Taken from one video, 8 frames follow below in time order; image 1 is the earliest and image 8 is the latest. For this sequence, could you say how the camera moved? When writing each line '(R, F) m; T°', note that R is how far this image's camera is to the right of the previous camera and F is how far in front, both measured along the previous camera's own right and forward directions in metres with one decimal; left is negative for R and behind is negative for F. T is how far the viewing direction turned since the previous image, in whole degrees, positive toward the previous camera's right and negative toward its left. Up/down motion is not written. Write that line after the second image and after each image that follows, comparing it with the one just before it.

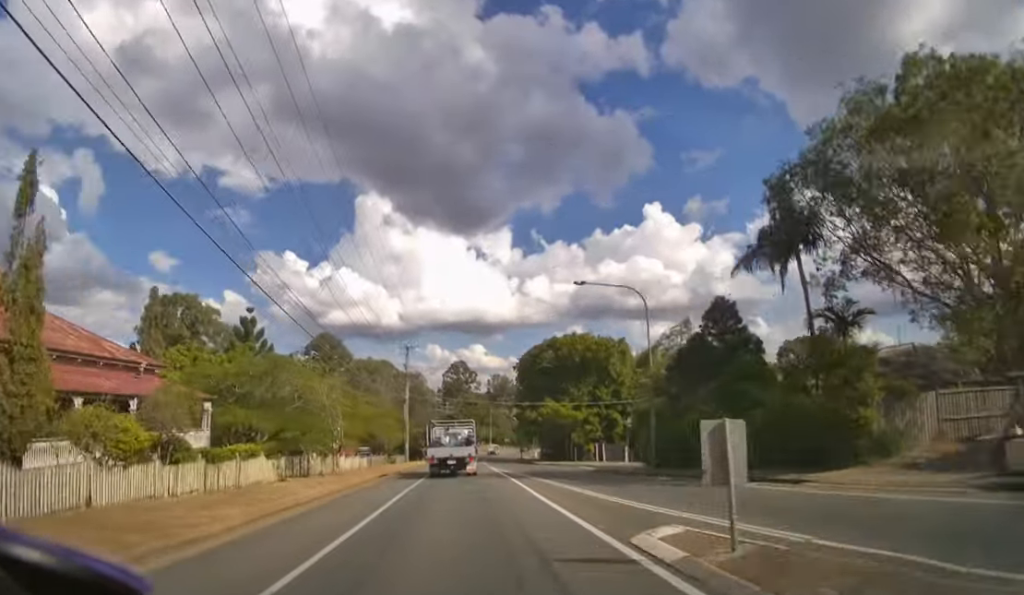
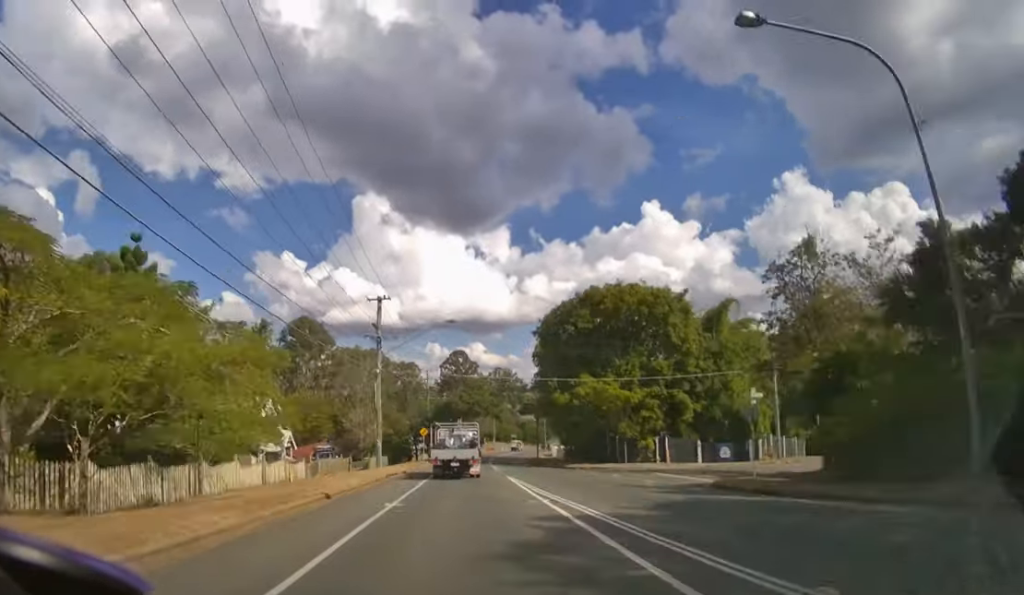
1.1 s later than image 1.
(+0.1, +18.1) m; 0°
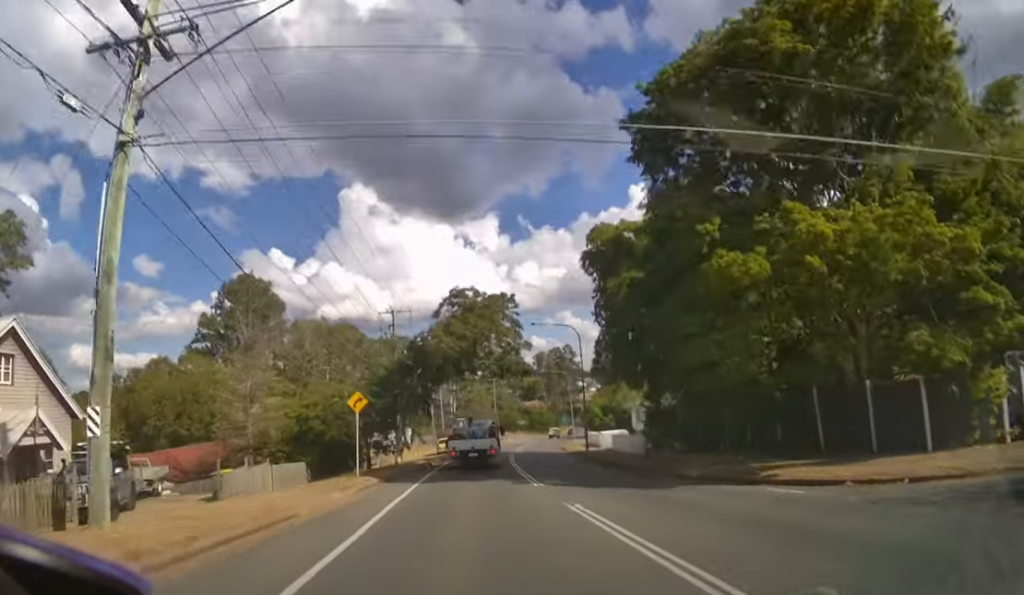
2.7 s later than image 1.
(+0.1, +26.7) m; +1°
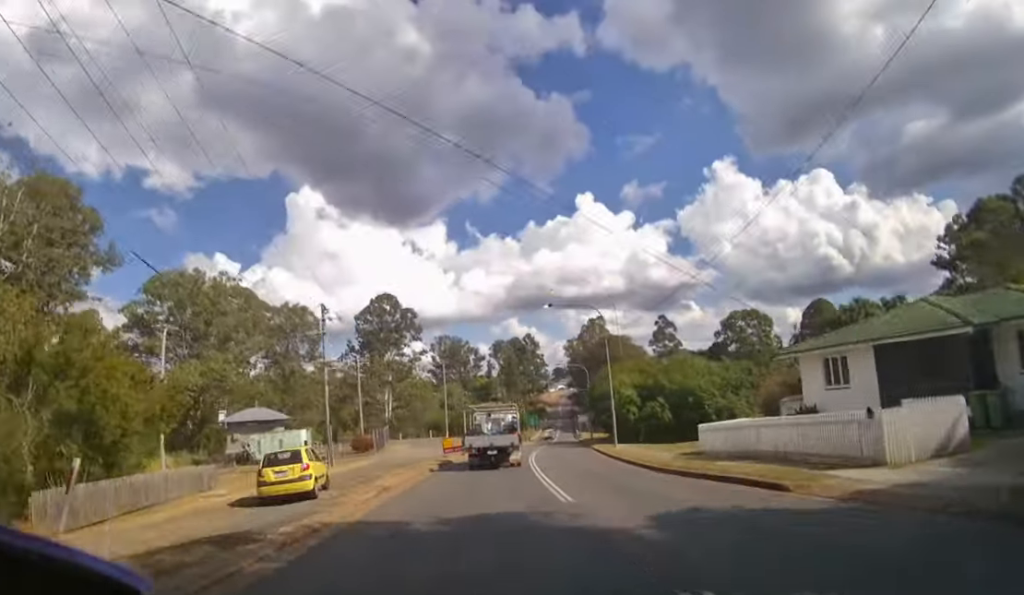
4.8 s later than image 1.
(+1.1, +33.4) m; +6°
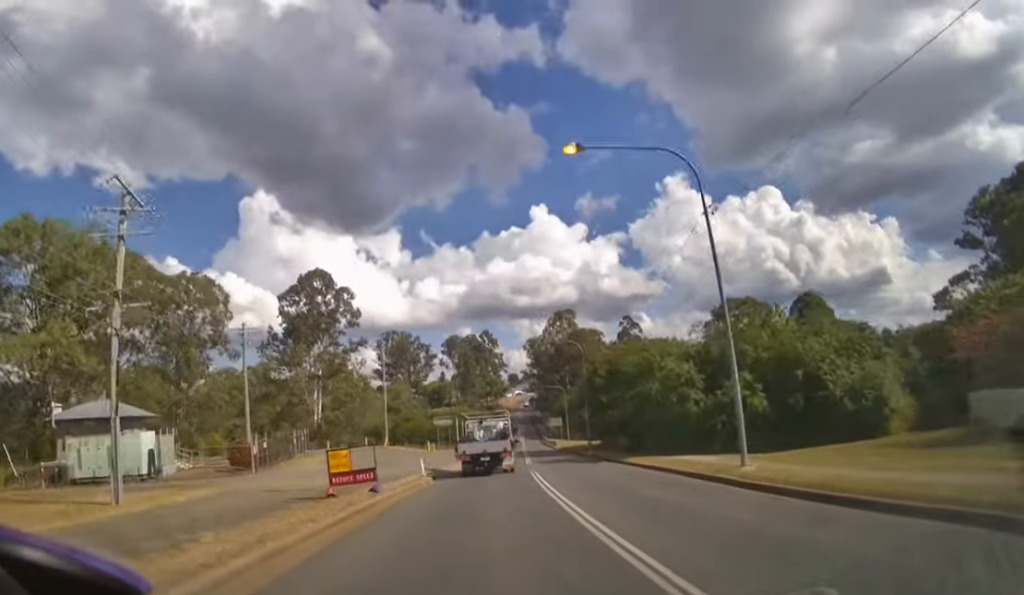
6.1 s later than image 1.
(+0.9, +18.1) m; +5°
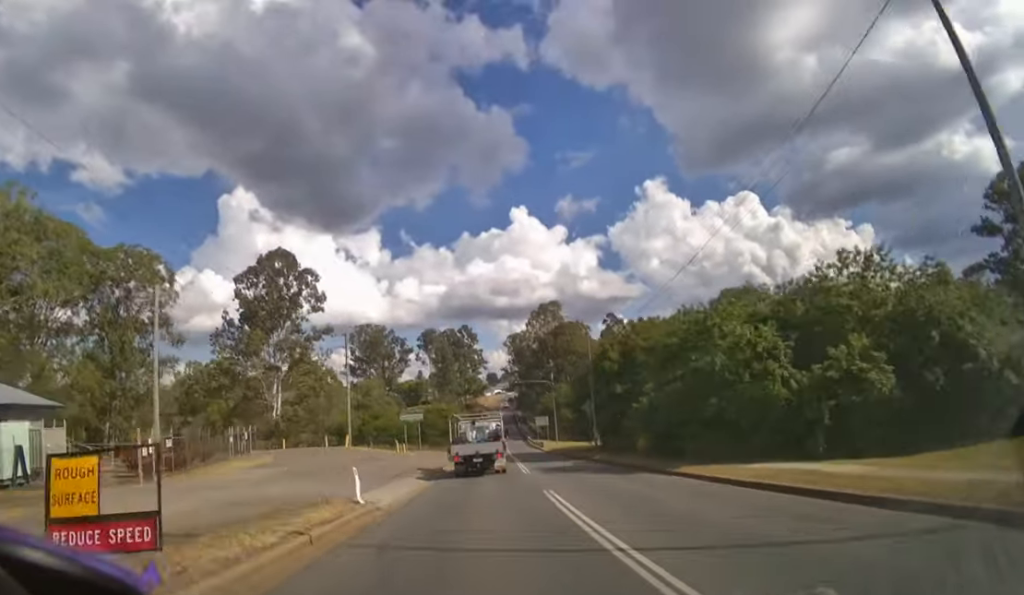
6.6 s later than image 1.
(+0.2, +7.4) m; +2°
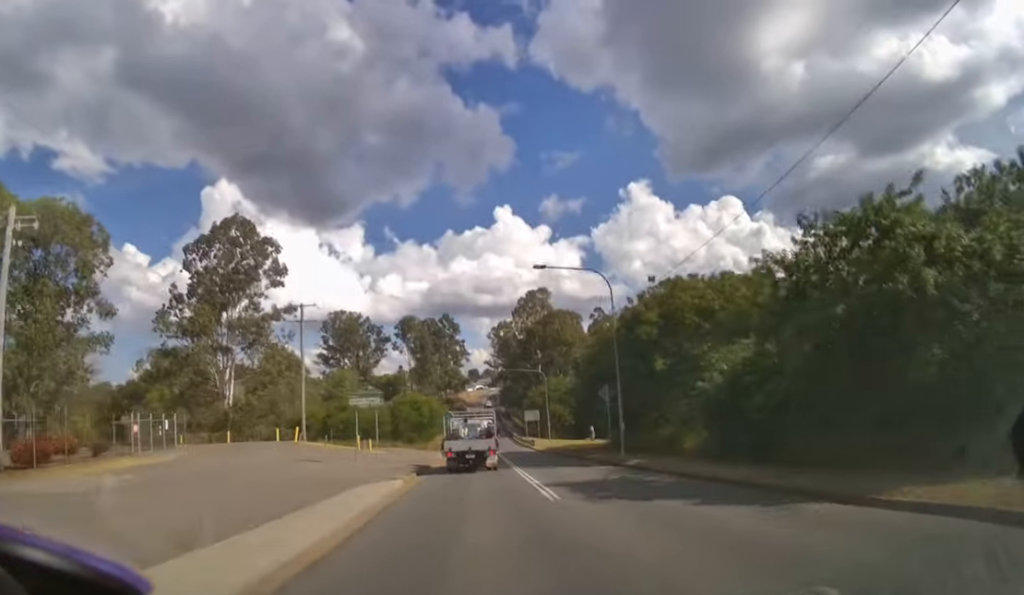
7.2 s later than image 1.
(+0.1, +8.4) m; +2°
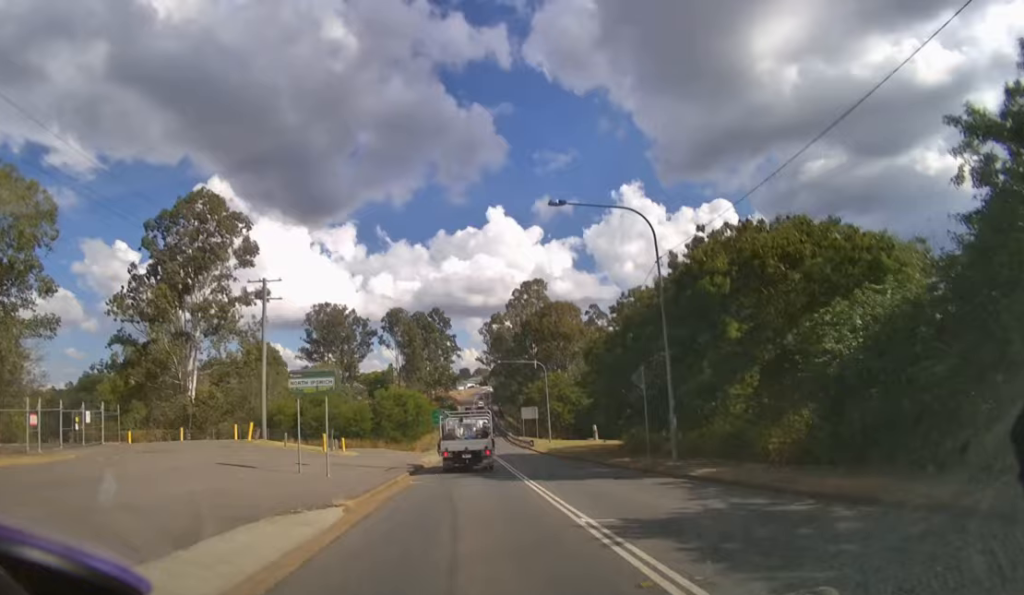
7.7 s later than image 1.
(+0.1, +6.5) m; +1°
